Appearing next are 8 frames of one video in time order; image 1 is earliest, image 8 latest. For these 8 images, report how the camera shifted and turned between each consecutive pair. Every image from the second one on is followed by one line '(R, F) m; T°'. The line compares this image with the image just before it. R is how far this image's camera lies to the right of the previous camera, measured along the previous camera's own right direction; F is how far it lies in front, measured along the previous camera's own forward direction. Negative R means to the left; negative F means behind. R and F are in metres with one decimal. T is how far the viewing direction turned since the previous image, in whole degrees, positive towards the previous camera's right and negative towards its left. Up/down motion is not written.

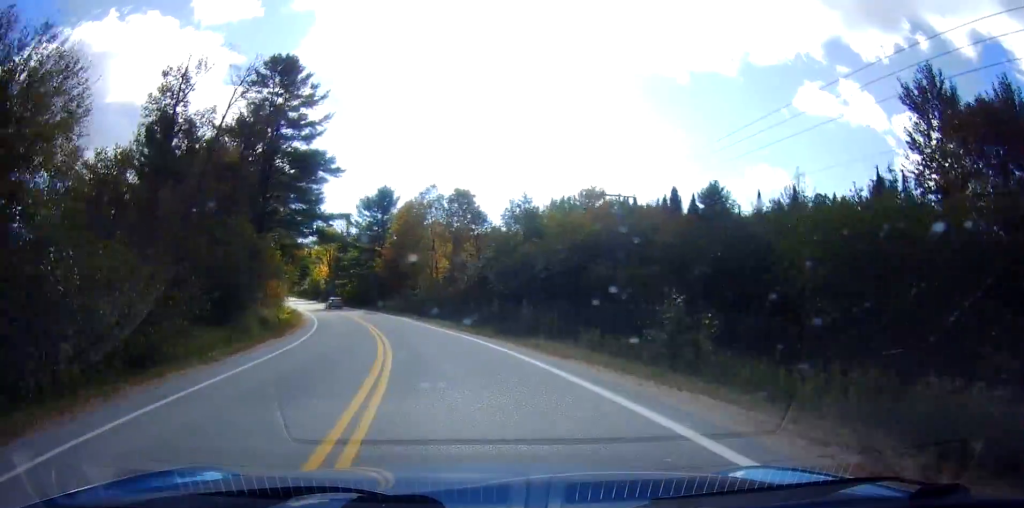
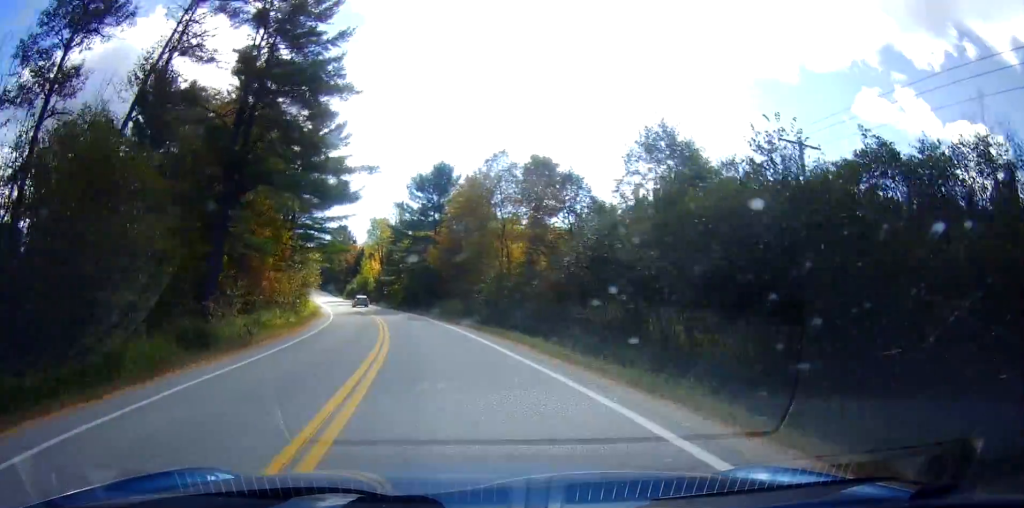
(0.0, +19.2) m; 0°
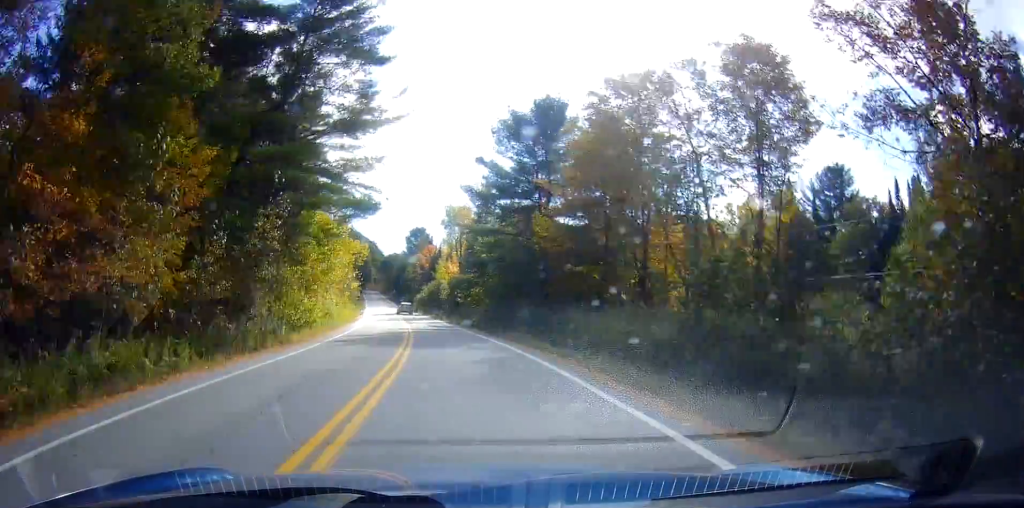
(0.0, +30.8) m; 0°
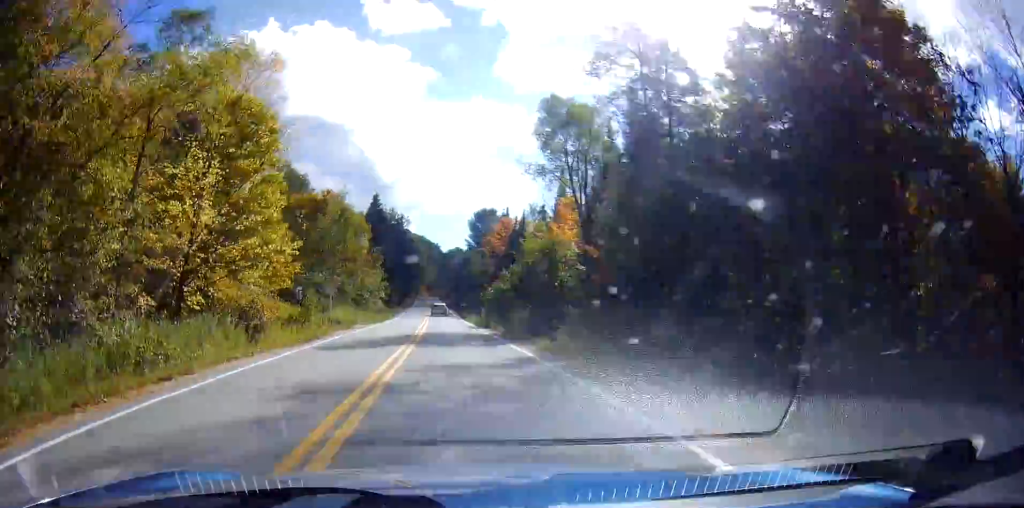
(0.0, +48.1) m; 0°
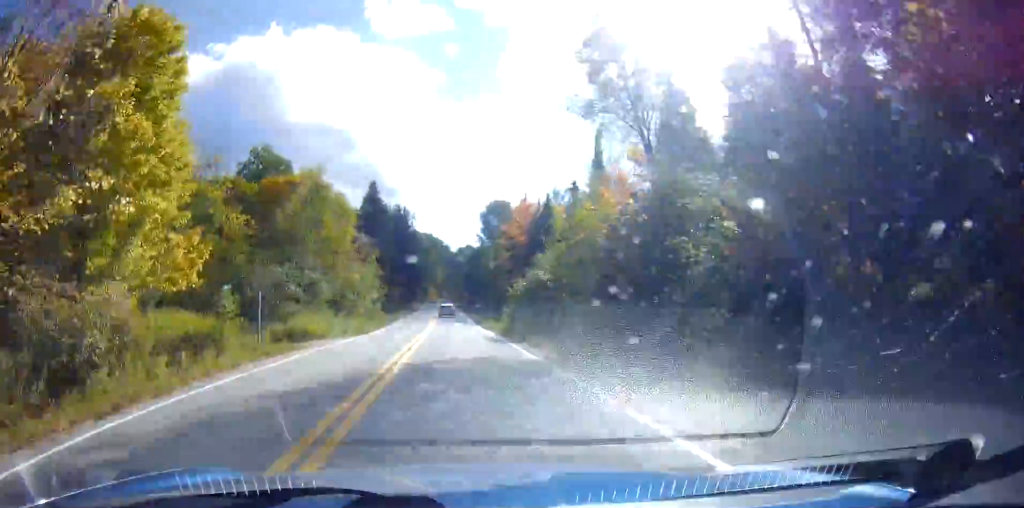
(0.0, +13.0) m; 0°
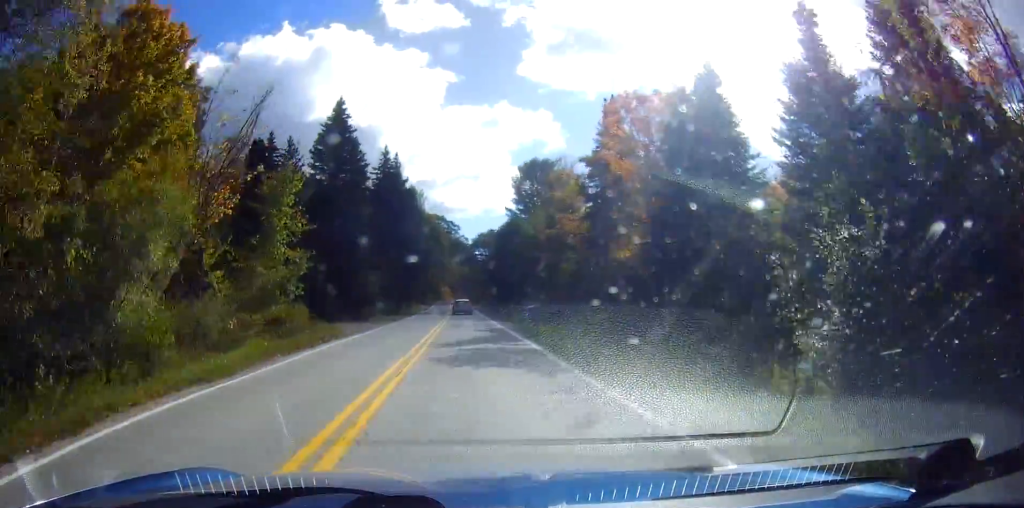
(0.0, +35.1) m; 0°
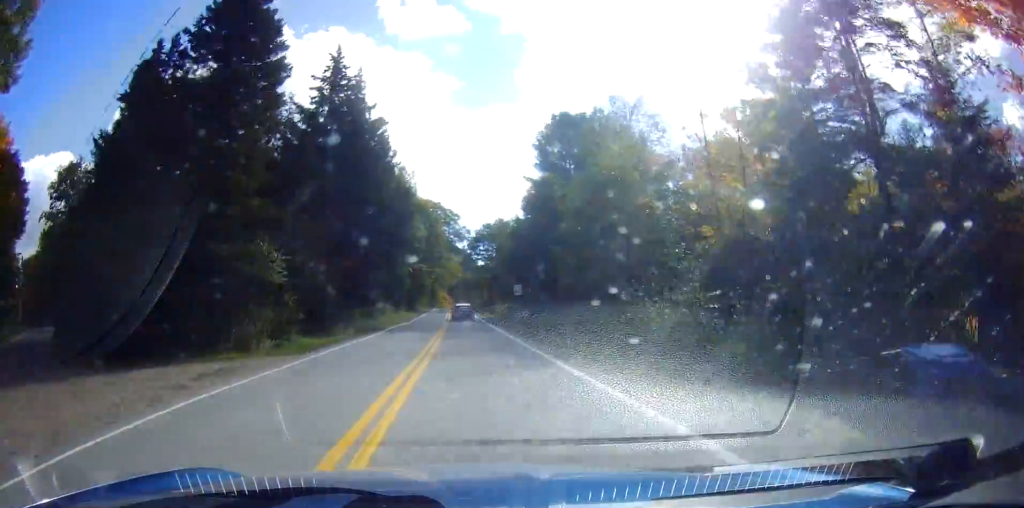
(0.0, +24.1) m; -2°
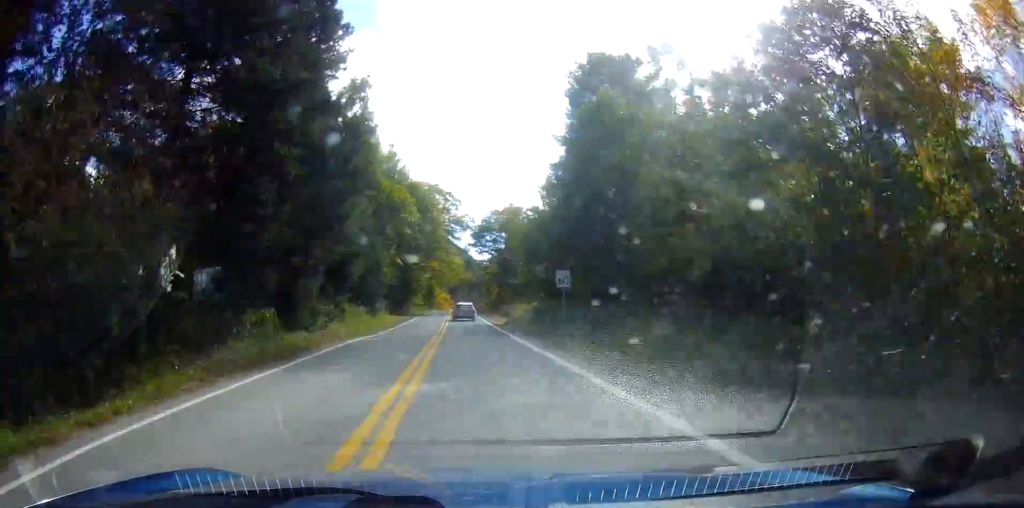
(-0.4, +16.5) m; -2°
